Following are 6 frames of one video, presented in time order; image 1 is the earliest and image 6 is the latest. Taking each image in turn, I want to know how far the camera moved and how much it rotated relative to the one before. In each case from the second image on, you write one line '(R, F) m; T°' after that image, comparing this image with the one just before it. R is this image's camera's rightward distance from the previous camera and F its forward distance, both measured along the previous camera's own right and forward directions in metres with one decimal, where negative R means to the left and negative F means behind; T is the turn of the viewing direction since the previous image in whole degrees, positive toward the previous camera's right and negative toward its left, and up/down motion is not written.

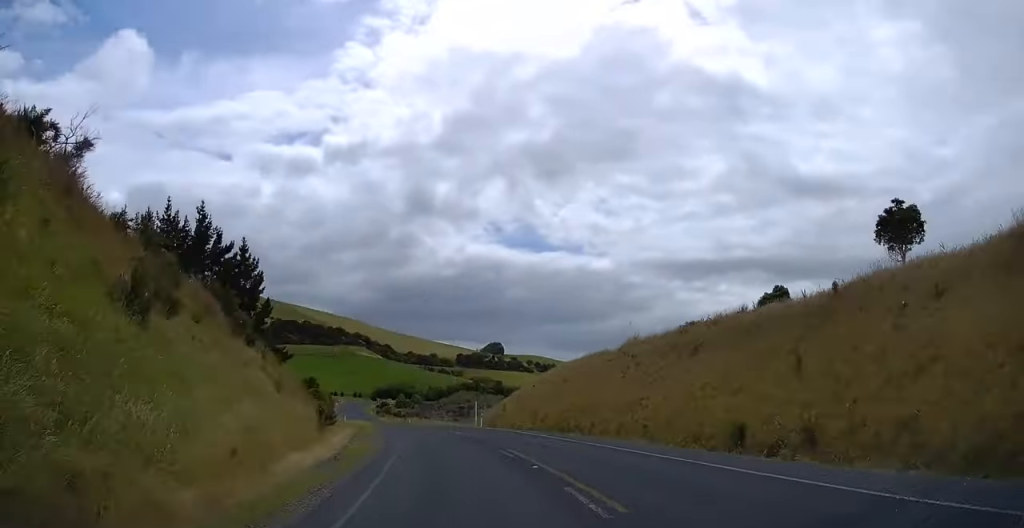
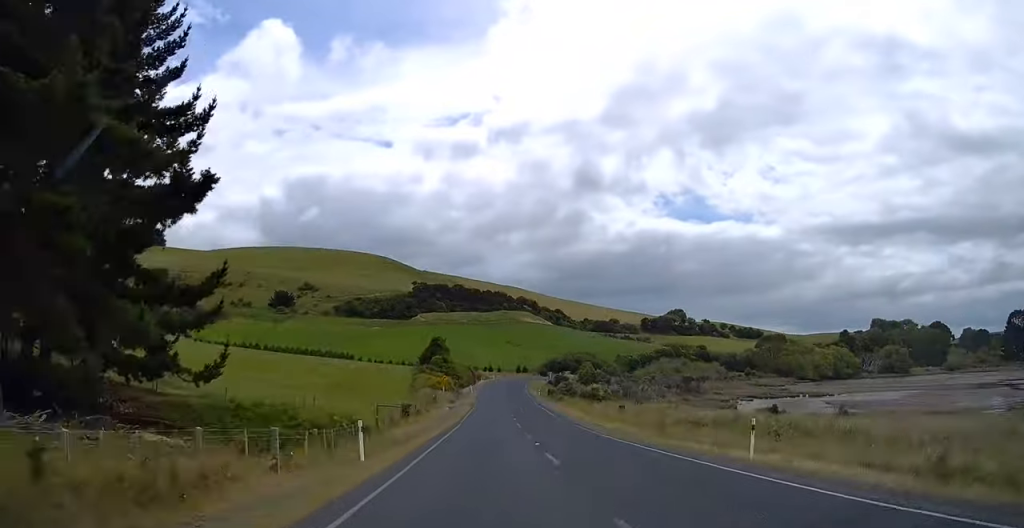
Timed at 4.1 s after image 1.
(-8.2, +81.1) m; -7°
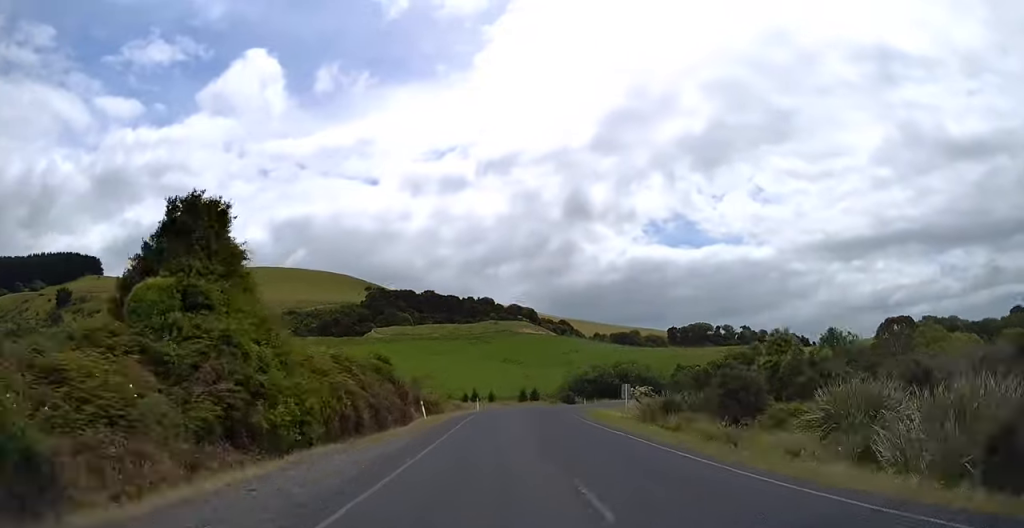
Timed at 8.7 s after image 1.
(-2.0, +92.4) m; +7°
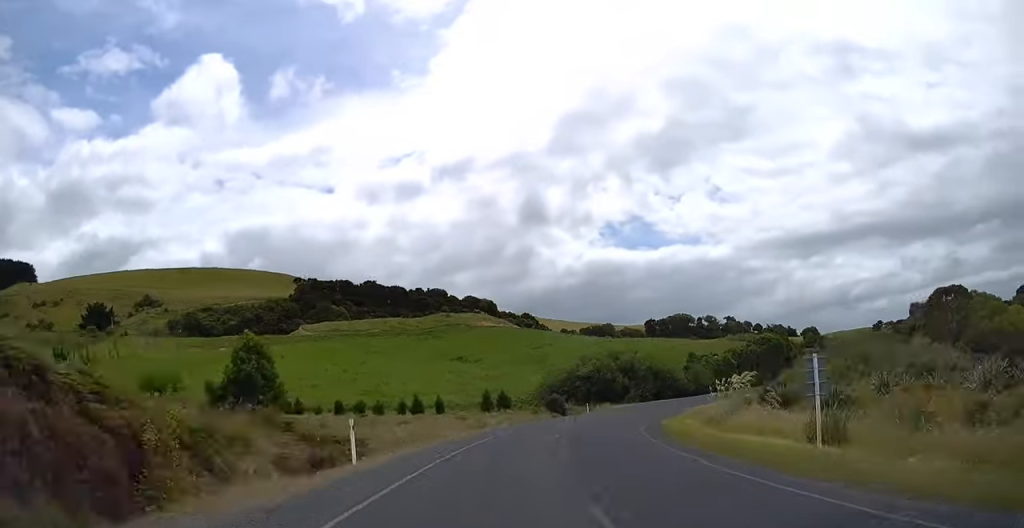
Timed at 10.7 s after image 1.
(+2.3, +40.5) m; +10°
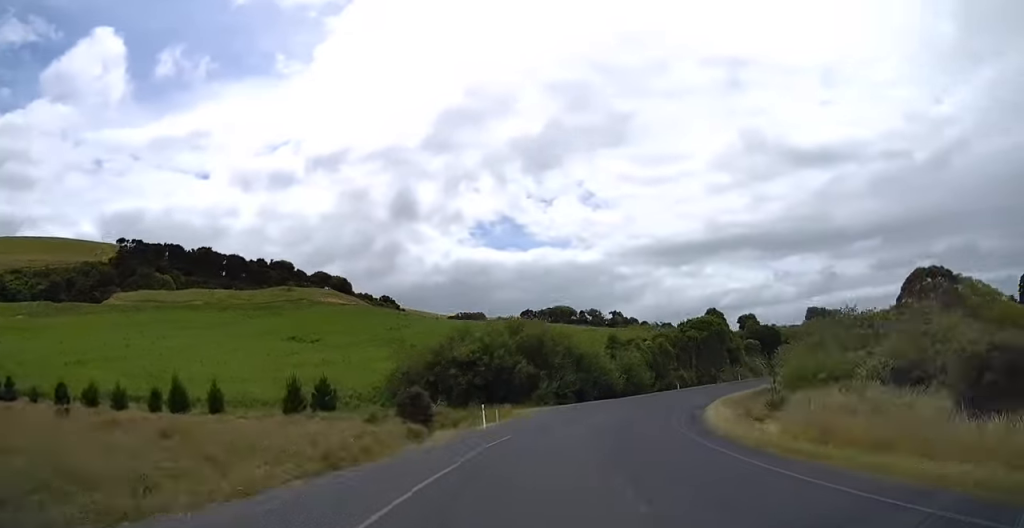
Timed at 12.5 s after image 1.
(+1.5, +38.4) m; +13°
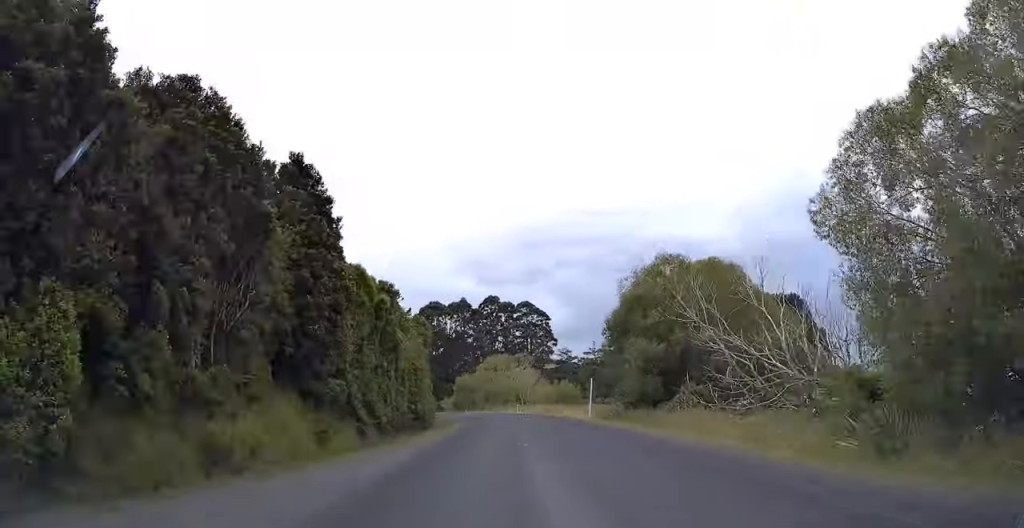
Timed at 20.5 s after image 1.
(+77.5, +138.9) m; +39°
